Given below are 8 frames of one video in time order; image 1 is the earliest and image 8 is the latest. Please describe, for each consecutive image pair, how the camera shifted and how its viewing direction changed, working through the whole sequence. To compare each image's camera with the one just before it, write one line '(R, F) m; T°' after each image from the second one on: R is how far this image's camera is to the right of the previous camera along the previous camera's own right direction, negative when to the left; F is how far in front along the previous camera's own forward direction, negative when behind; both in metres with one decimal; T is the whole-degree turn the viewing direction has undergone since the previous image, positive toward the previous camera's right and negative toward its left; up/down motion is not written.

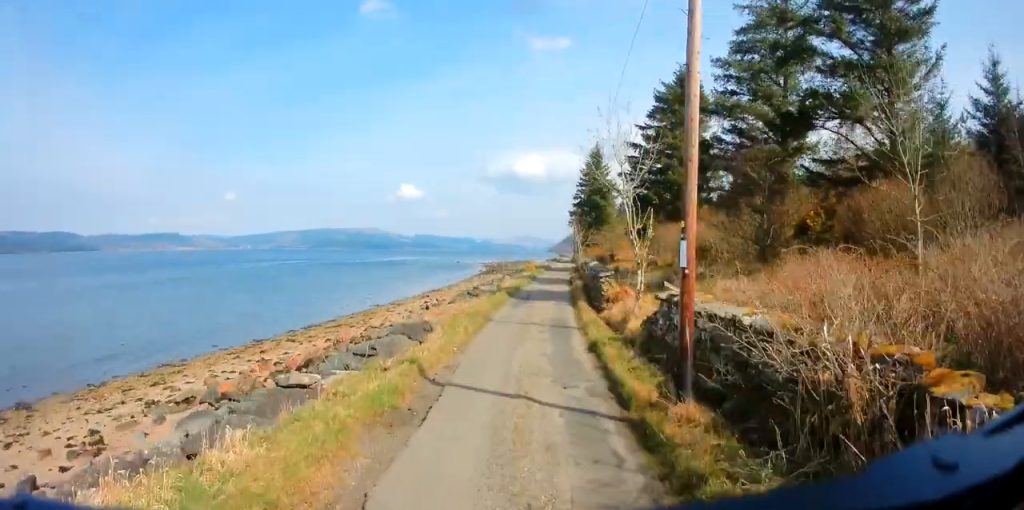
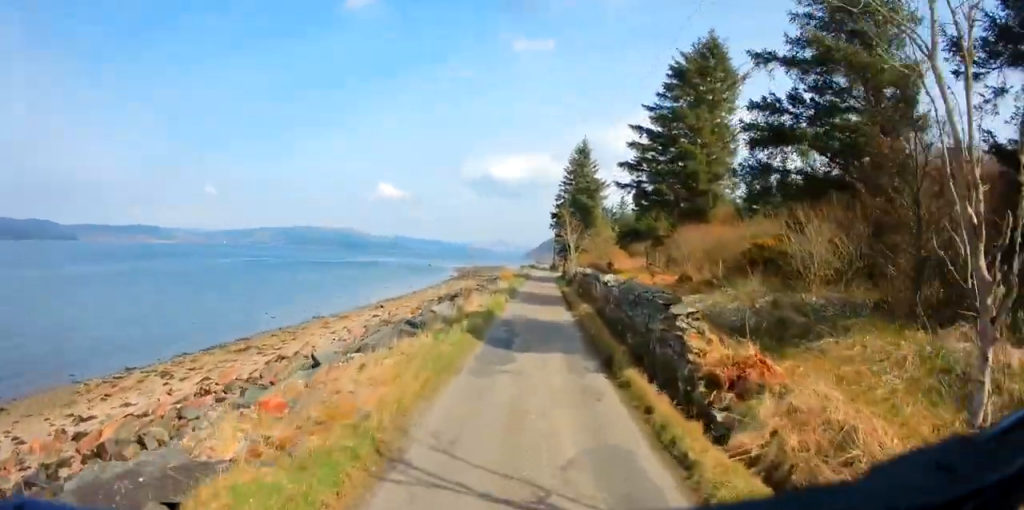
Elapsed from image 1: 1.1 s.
(+0.4, +12.3) m; +4°
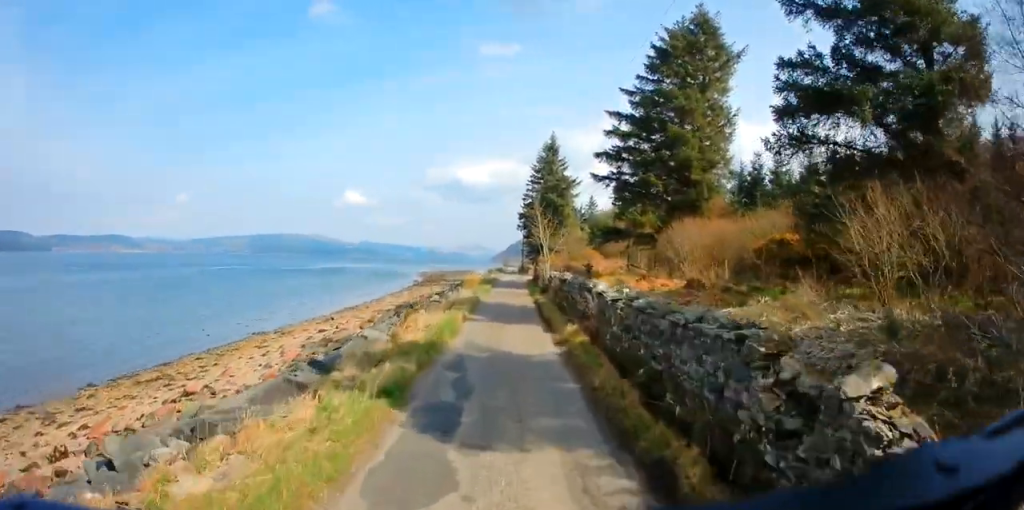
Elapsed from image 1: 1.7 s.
(+0.2, +6.2) m; +1°
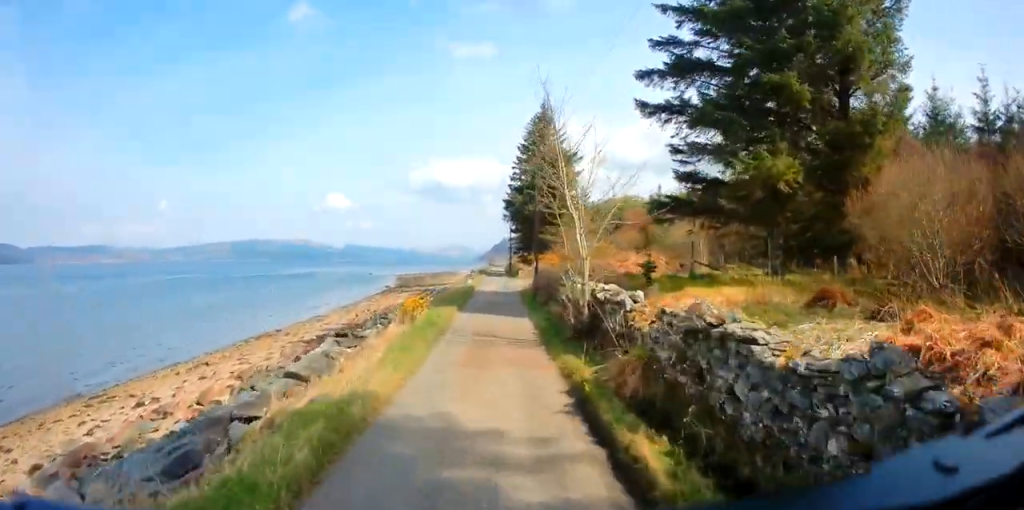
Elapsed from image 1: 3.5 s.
(-0.3, +21.1) m; 0°
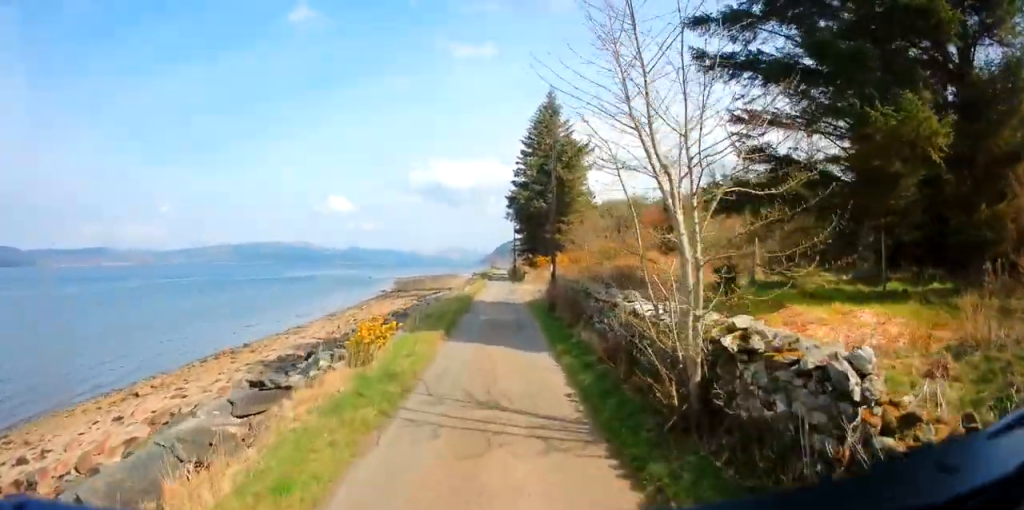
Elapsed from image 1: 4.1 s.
(+0.1, +7.1) m; 0°
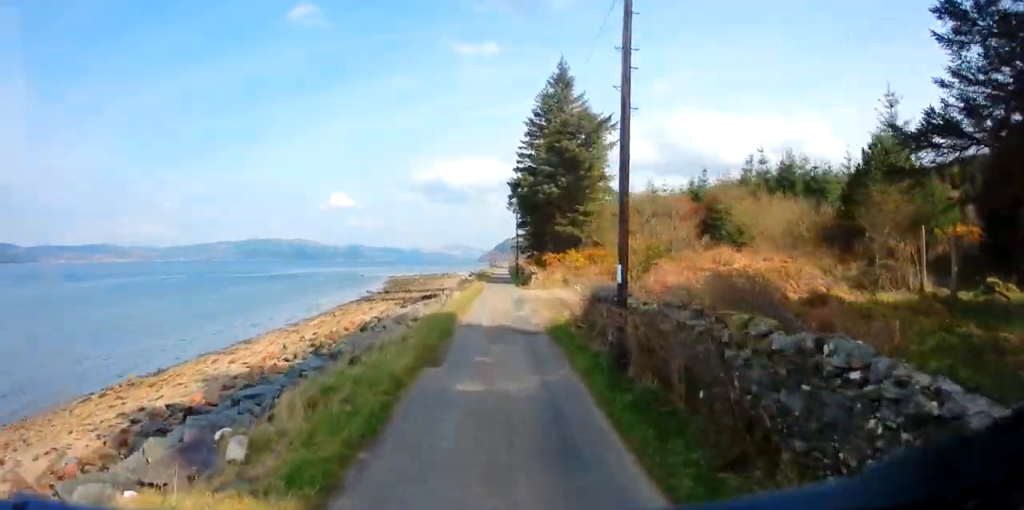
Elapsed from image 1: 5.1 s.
(+0.1, +11.8) m; 0°
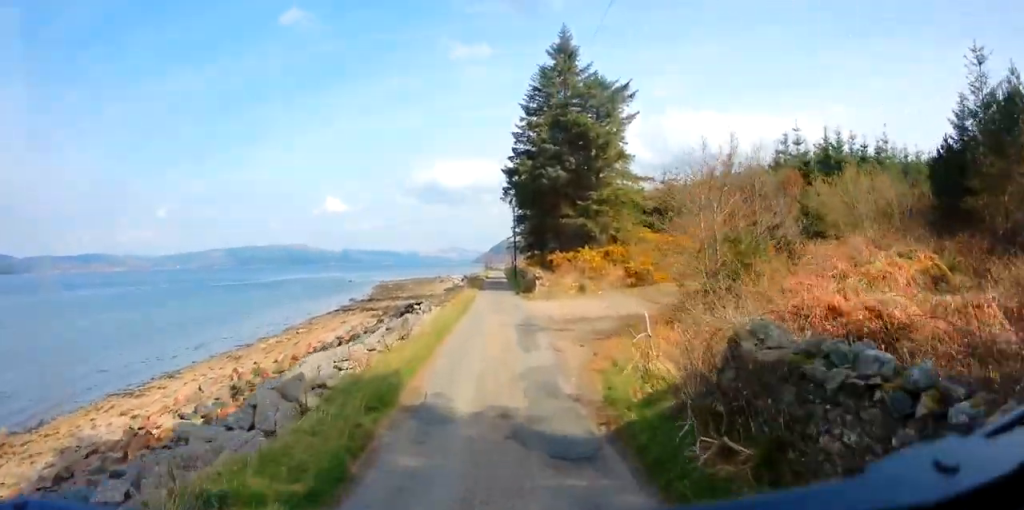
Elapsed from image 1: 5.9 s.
(-0.1, +10.1) m; -1°
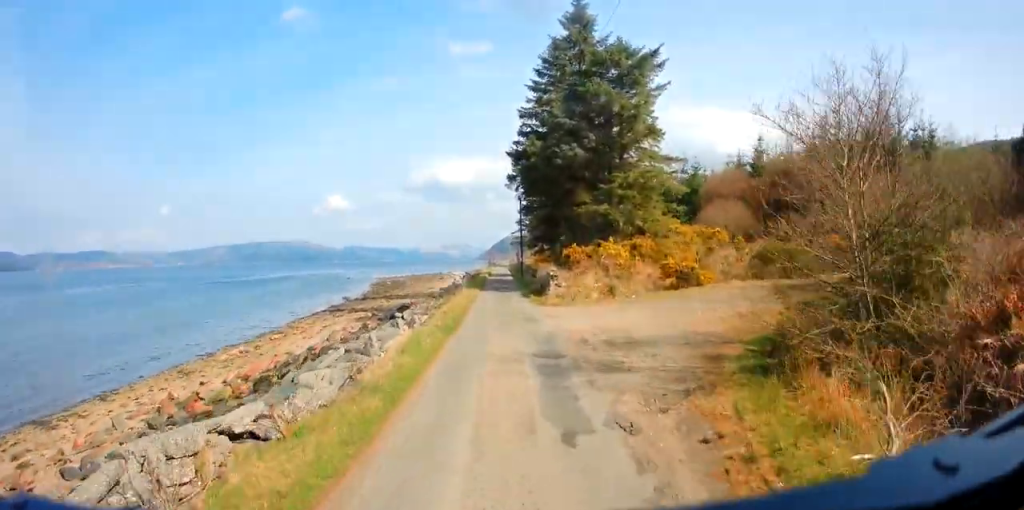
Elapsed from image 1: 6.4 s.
(-0.1, +6.7) m; 0°
